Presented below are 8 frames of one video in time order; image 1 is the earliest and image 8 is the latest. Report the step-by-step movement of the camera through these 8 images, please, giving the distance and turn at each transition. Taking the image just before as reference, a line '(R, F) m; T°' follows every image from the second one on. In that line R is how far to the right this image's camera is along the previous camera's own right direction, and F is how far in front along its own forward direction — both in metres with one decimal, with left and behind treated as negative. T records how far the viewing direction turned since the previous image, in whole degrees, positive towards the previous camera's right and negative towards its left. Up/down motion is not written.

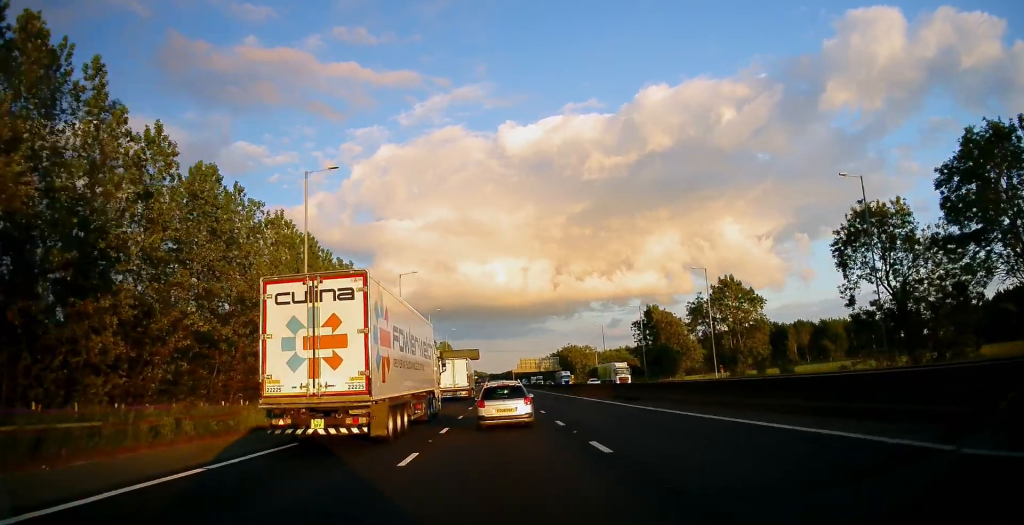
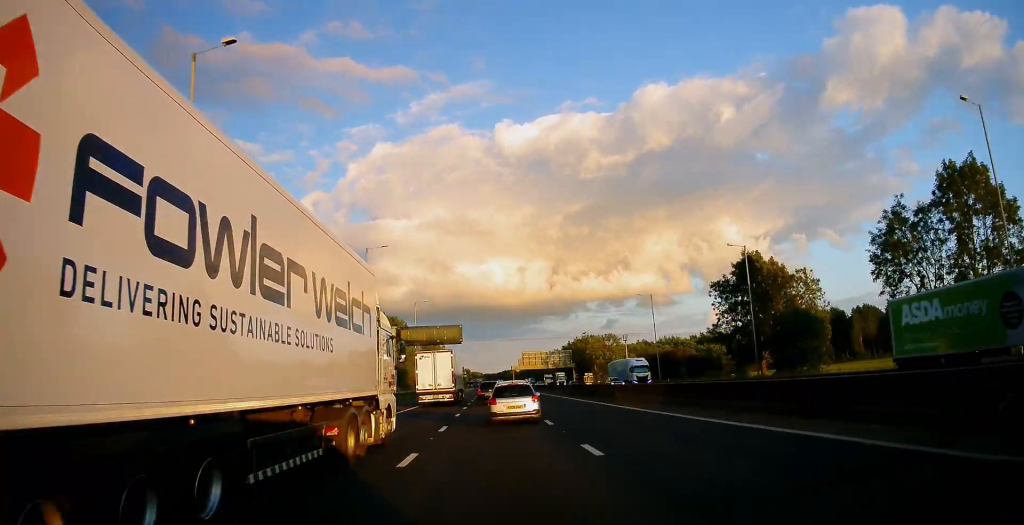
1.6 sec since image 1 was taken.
(+0.1, +51.2) m; +1°
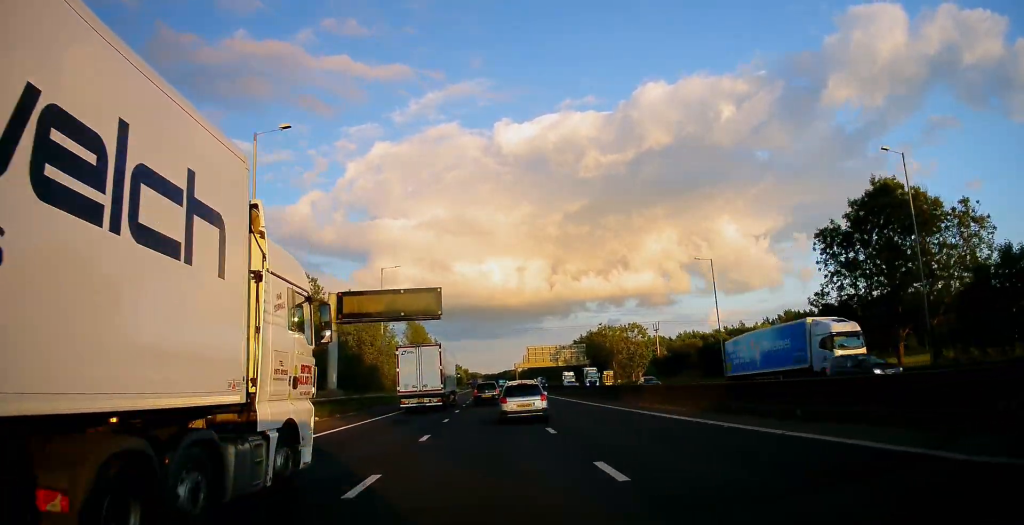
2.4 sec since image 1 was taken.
(0.0, +28.1) m; +1°
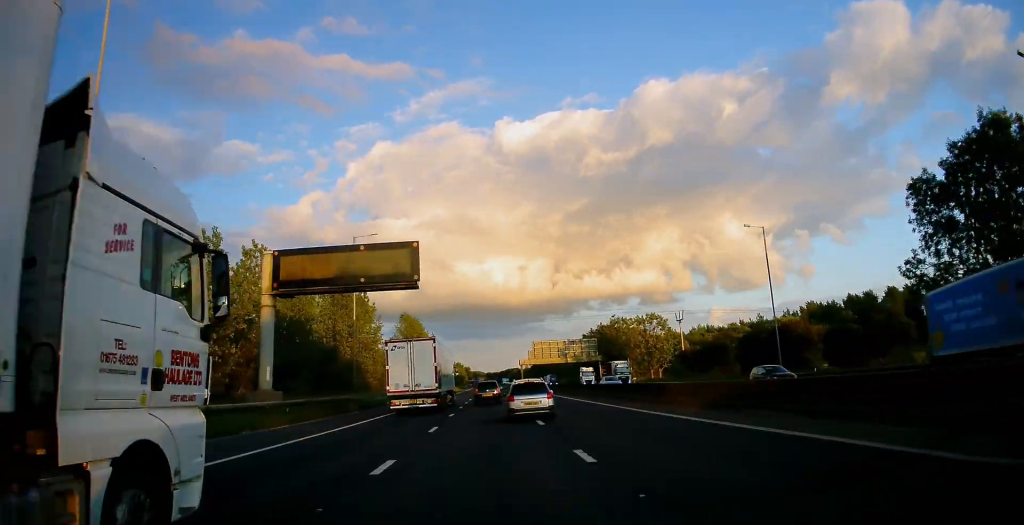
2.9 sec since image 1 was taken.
(+0.1, +15.0) m; 0°
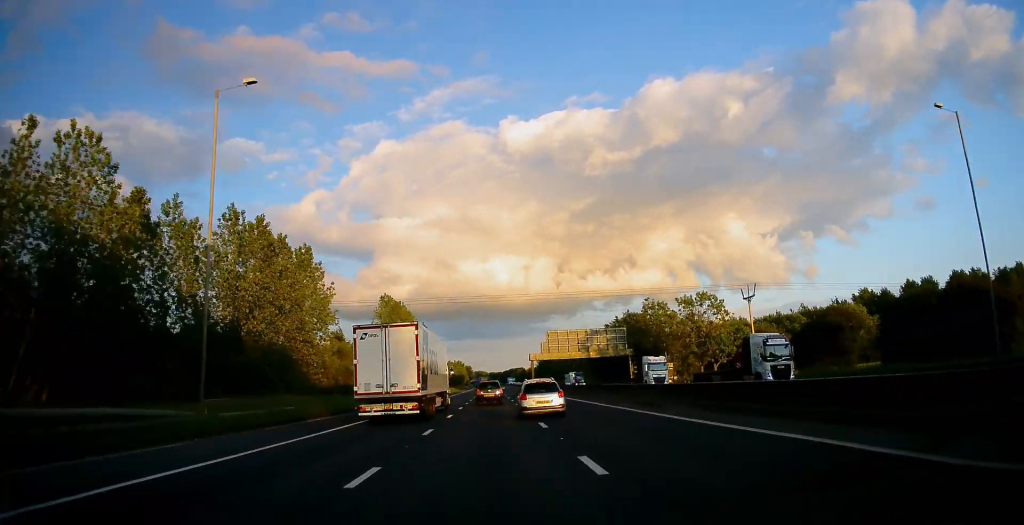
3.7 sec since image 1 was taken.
(+0.1, +28.8) m; -1°
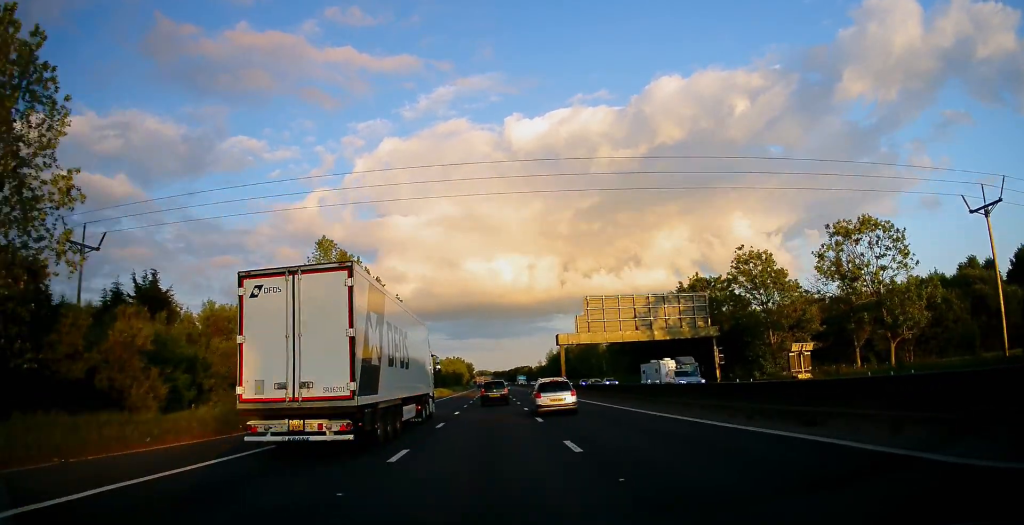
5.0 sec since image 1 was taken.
(-0.8, +43.2) m; -1°
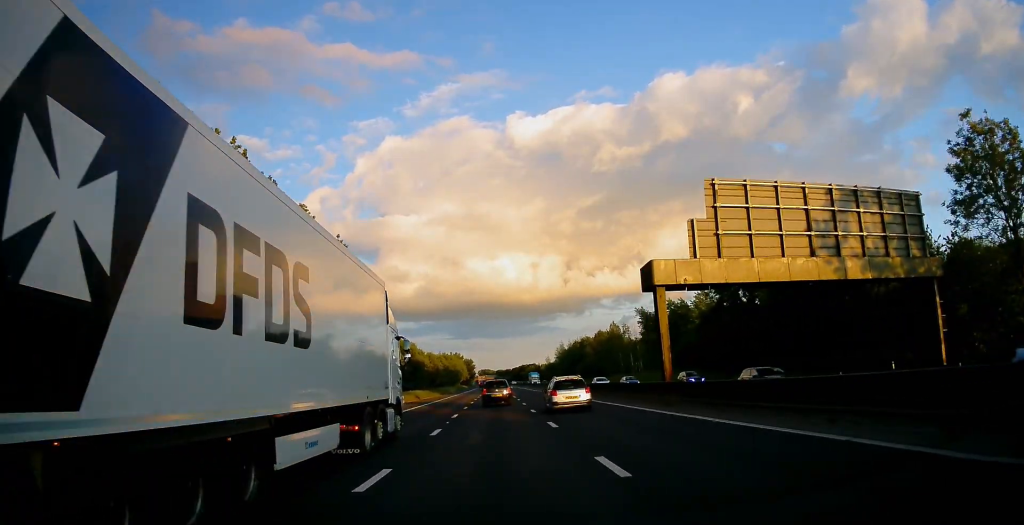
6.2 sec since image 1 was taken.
(+0.1, +39.9) m; 0°
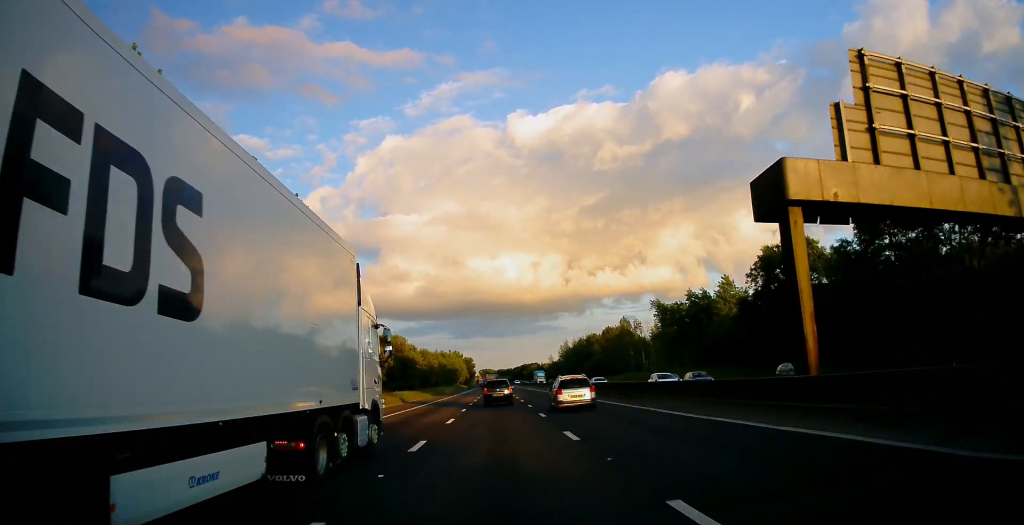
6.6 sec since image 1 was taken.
(0.0, +13.3) m; 0°
